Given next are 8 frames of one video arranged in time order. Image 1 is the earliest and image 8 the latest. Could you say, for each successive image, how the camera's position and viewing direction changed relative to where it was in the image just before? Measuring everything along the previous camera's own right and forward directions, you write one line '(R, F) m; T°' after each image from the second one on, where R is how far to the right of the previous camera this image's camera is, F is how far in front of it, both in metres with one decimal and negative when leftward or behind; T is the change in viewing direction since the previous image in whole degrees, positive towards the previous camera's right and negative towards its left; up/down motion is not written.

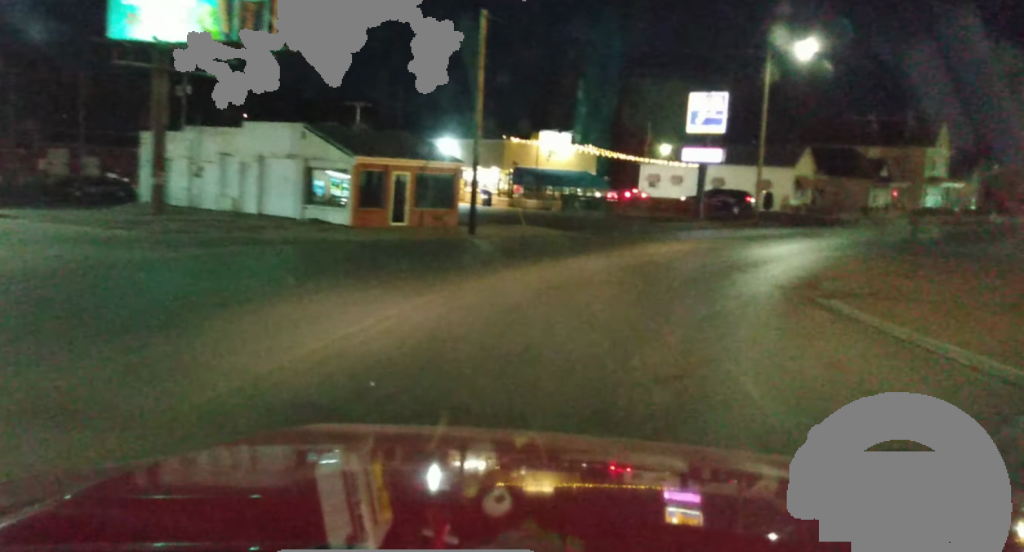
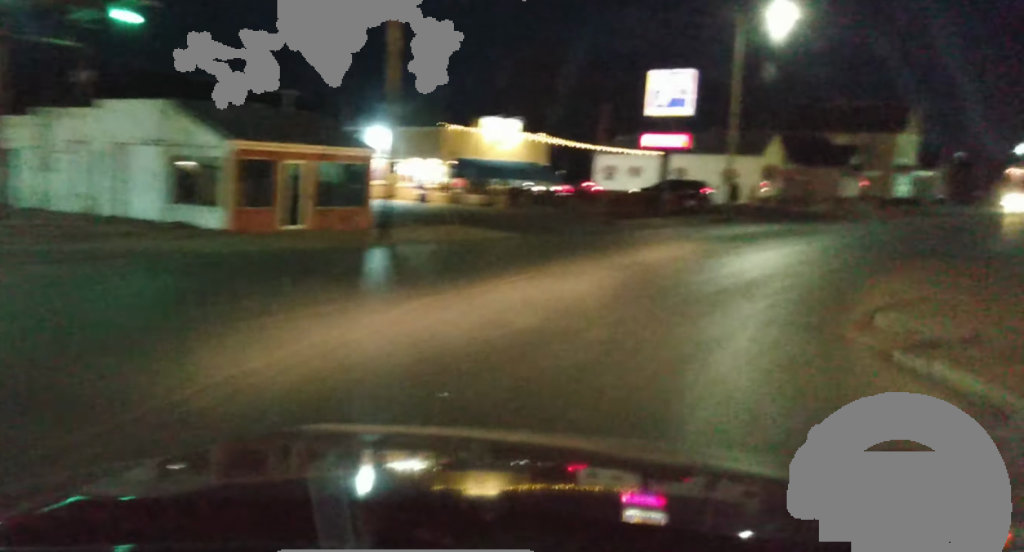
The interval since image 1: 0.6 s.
(+0.1, +8.1) m; +3°
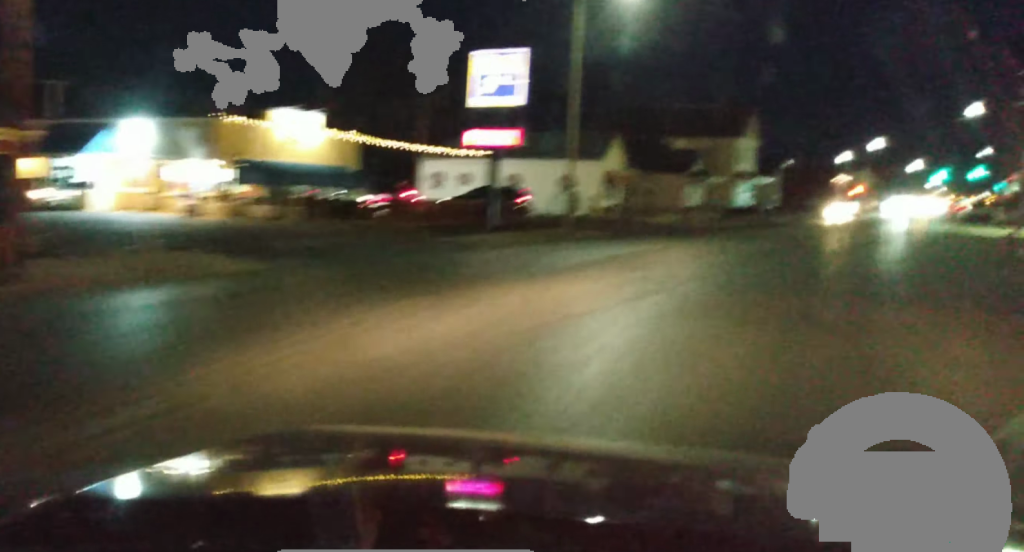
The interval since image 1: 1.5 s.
(+0.8, +12.3) m; +7°
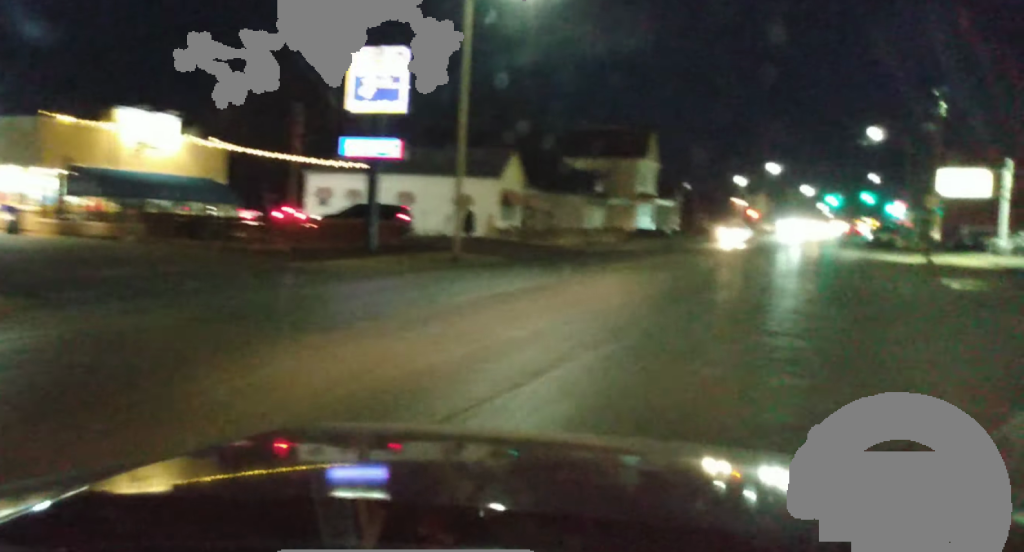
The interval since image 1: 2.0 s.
(+0.1, +6.0) m; +5°
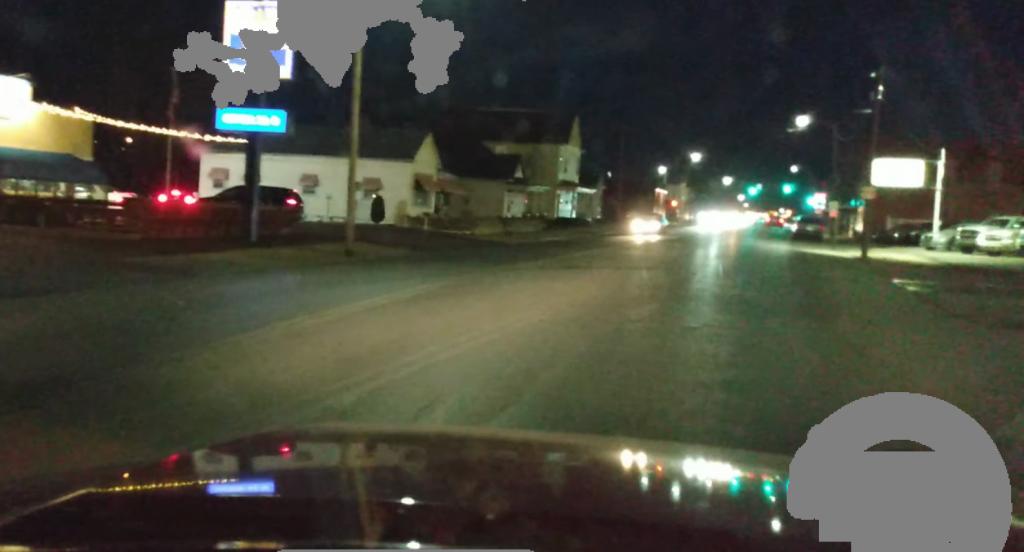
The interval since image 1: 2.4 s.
(-0.2, +5.1) m; +4°
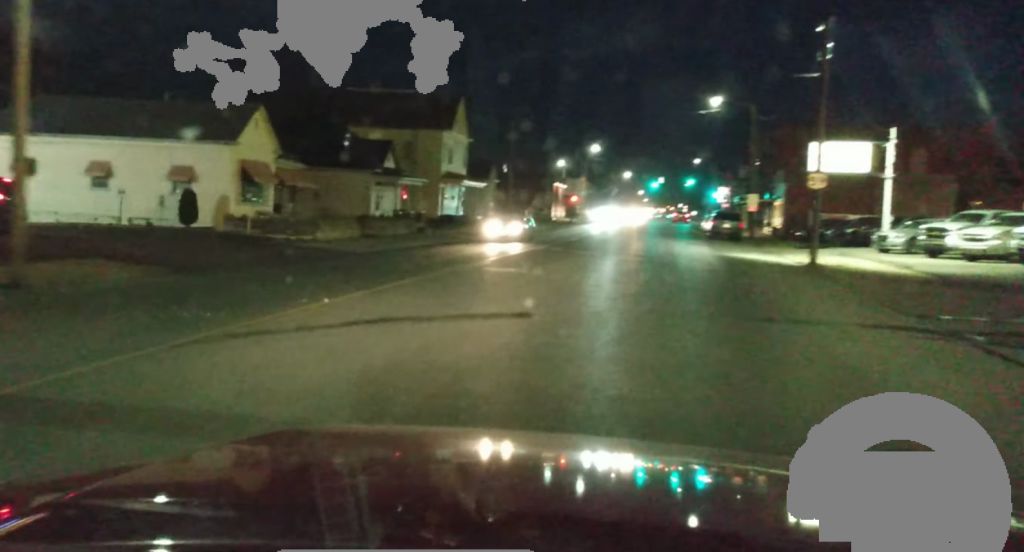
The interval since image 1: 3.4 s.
(+1.5, +12.2) m; +7°
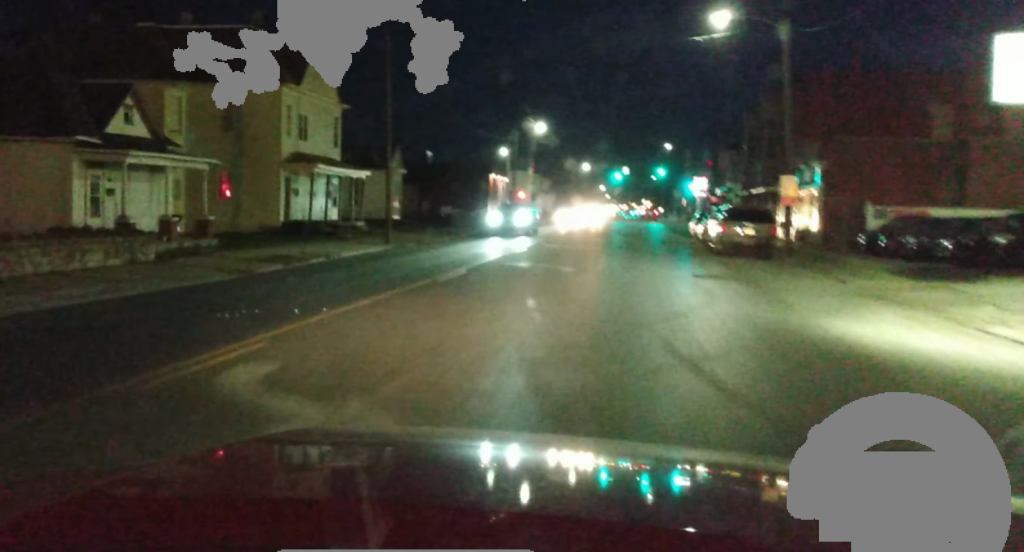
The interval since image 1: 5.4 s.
(+2.1, +26.2) m; +8°
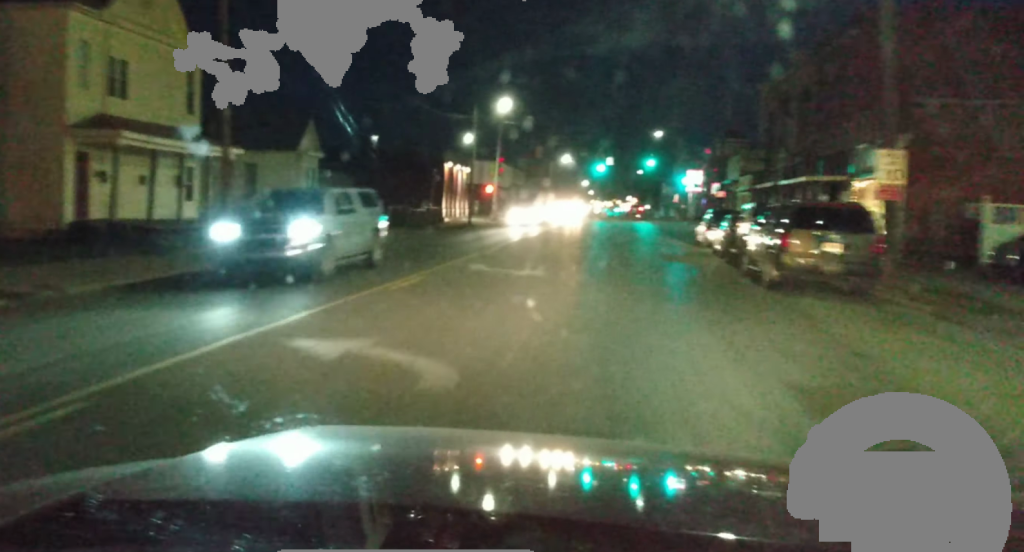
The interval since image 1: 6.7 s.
(-0.2, +15.9) m; -1°
